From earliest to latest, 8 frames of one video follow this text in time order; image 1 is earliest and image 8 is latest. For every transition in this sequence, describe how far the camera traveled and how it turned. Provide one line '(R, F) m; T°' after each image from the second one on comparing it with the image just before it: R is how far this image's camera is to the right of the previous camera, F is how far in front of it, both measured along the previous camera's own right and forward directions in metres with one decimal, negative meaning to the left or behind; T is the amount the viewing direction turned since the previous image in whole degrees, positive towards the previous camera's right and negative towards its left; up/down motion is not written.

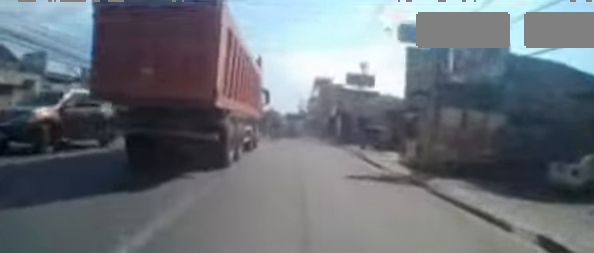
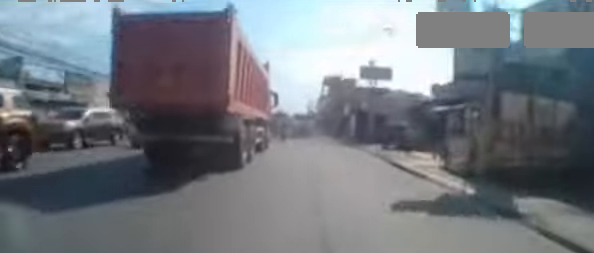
(0.0, +2.8) m; 0°
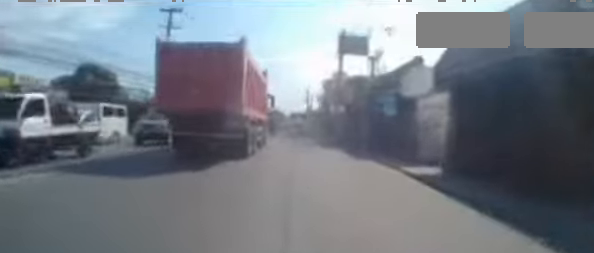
(-0.6, +20.2) m; 0°
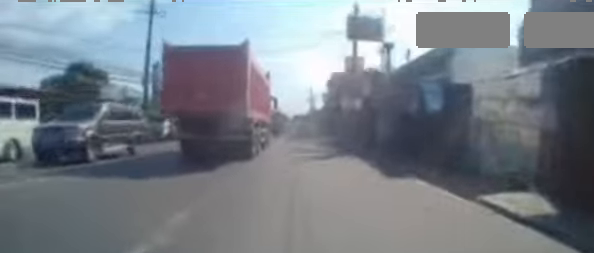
(+0.1, +4.0) m; +2°
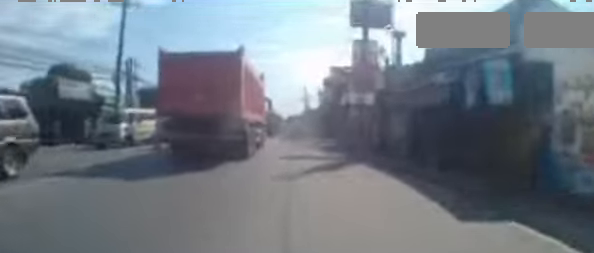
(0.0, +3.6) m; 0°
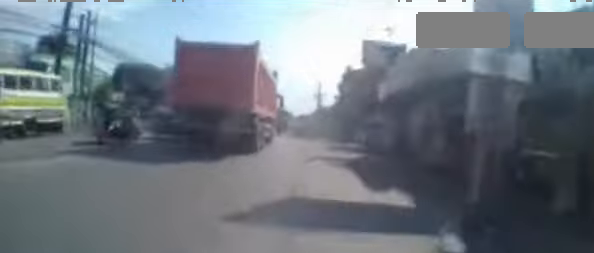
(0.0, +7.6) m; -2°
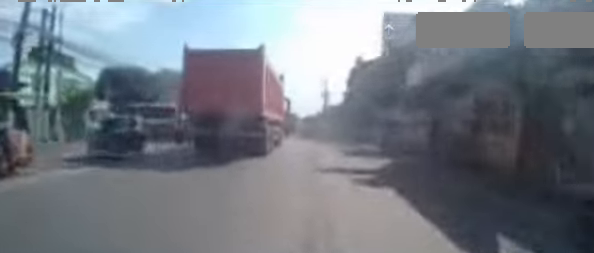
(0.0, +3.4) m; -1°
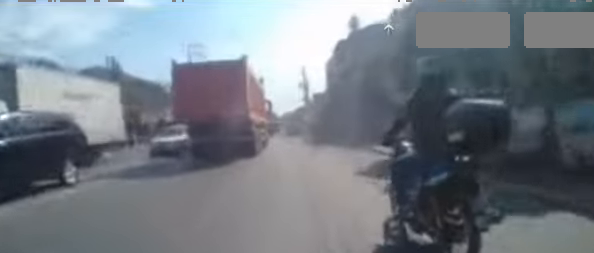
(-0.4, +9.1) m; -2°
